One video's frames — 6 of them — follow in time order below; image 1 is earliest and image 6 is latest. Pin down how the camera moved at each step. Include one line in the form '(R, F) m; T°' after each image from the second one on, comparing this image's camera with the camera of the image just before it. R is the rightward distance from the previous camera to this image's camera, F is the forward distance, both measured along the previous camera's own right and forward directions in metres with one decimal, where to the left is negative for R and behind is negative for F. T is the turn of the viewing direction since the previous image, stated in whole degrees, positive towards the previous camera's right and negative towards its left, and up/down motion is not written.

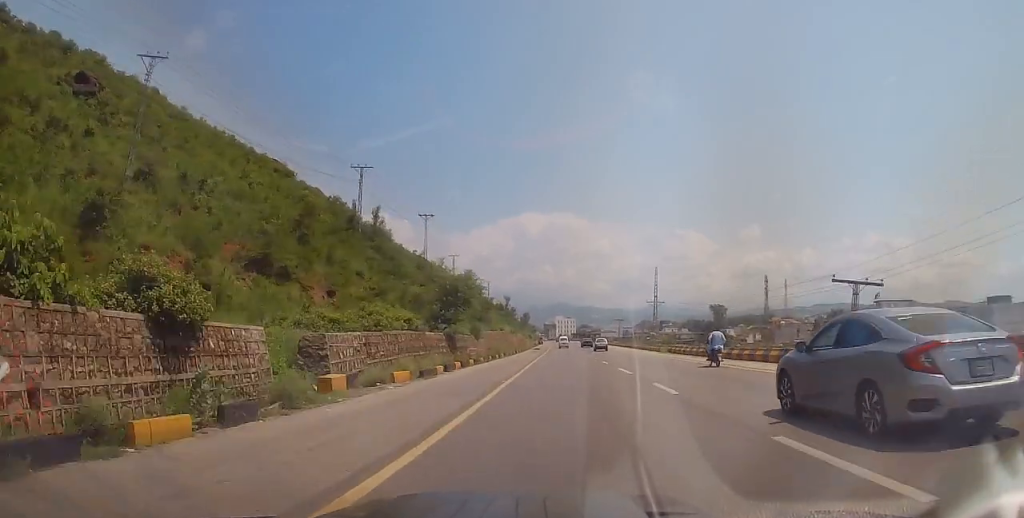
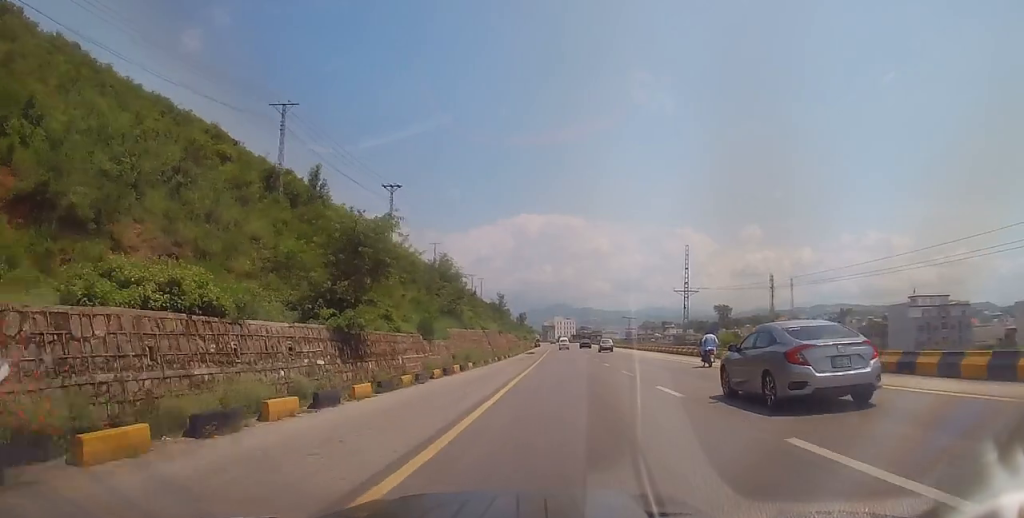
(-0.3, +19.1) m; -1°
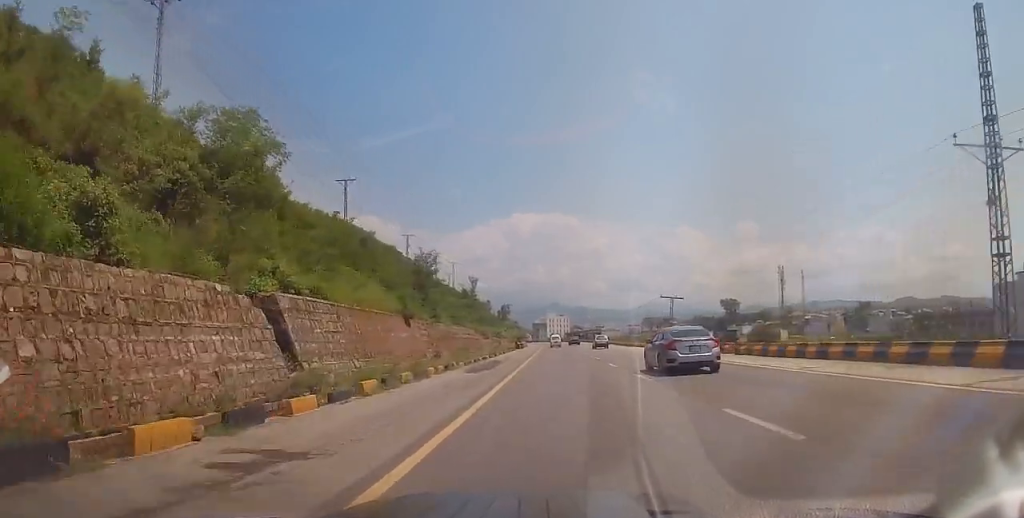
(-0.2, +44.7) m; +1°
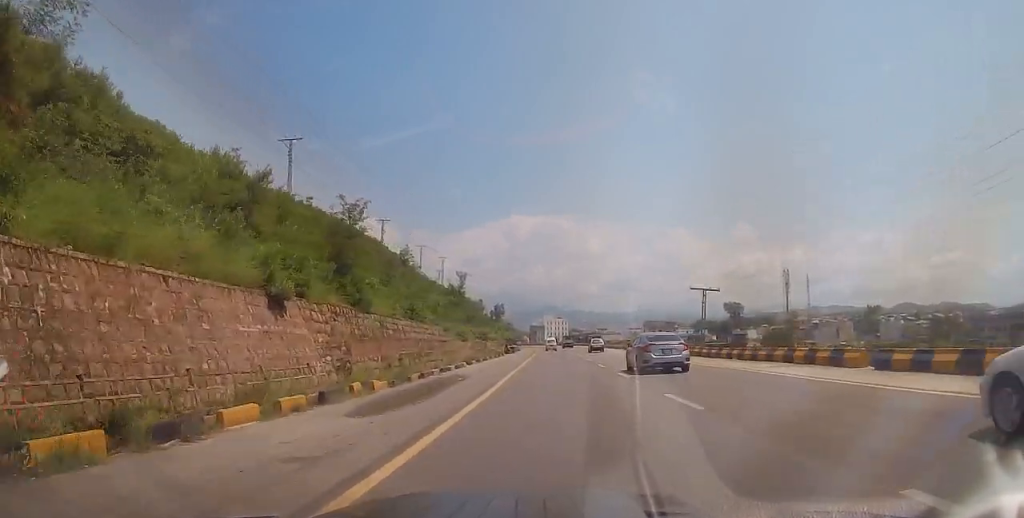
(+0.4, +14.9) m; +1°
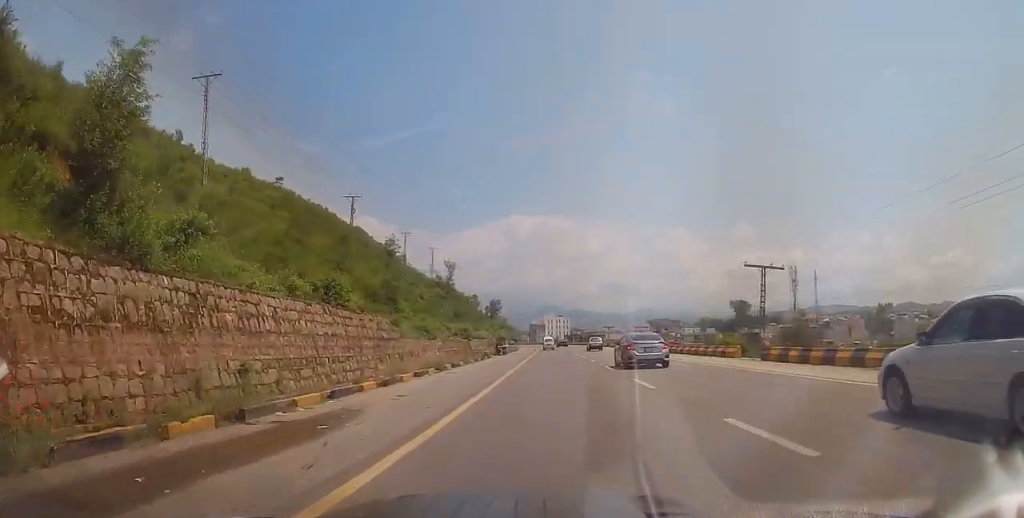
(+0.1, +14.4) m; -2°
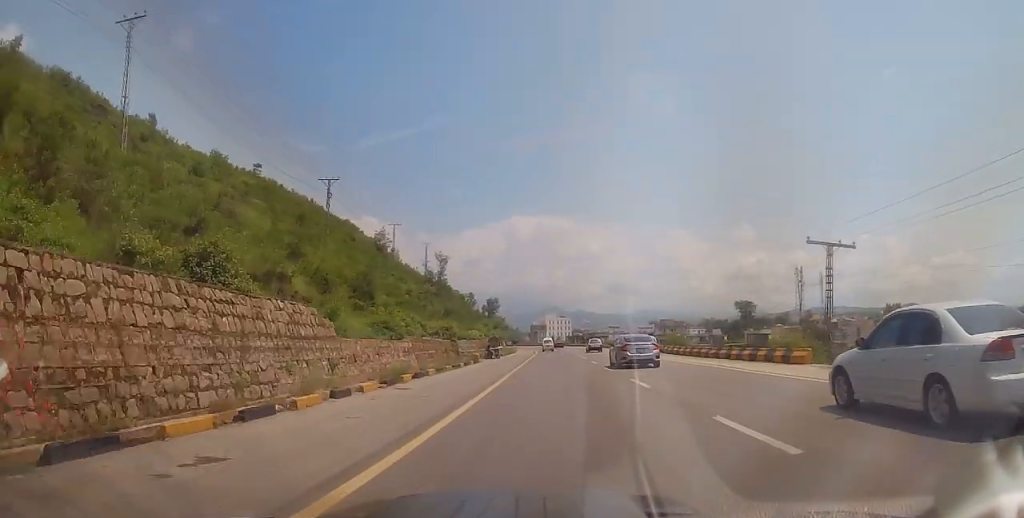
(-0.4, +9.0) m; -1°
